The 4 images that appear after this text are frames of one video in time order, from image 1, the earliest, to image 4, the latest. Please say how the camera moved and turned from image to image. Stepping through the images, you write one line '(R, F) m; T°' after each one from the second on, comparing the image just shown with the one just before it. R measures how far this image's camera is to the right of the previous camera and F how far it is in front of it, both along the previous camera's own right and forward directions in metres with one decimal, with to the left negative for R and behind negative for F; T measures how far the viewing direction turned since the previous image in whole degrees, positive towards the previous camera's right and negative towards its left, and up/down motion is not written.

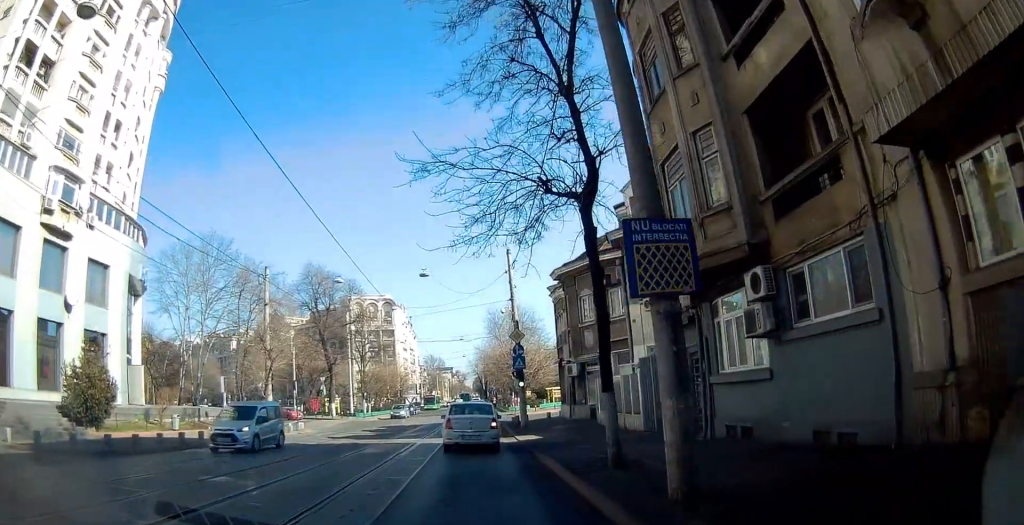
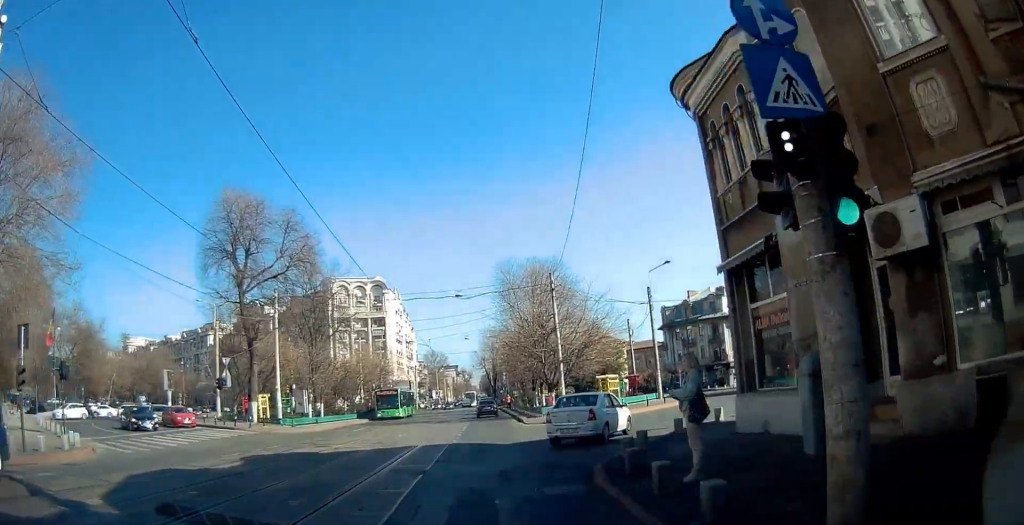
(+2.2, +27.8) m; +5°
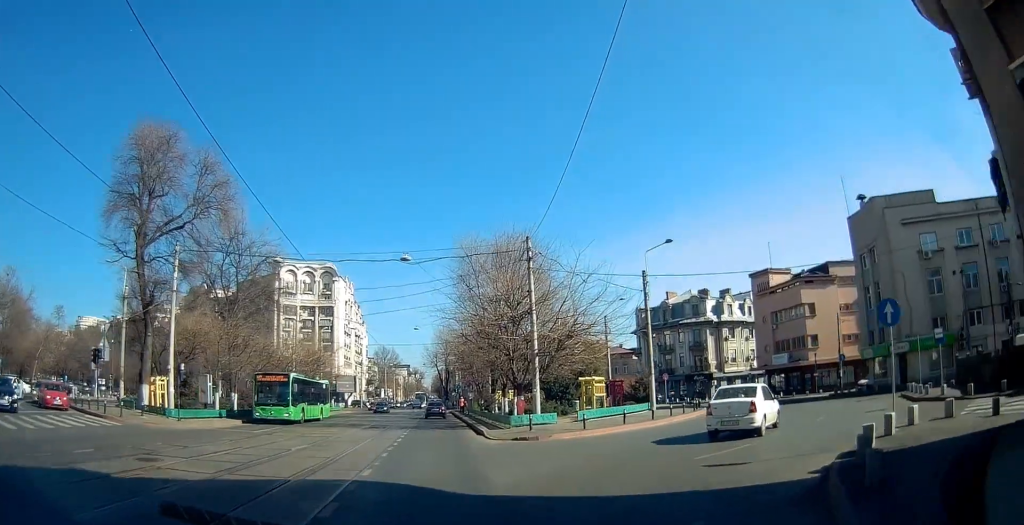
(+0.2, +10.7) m; +9°
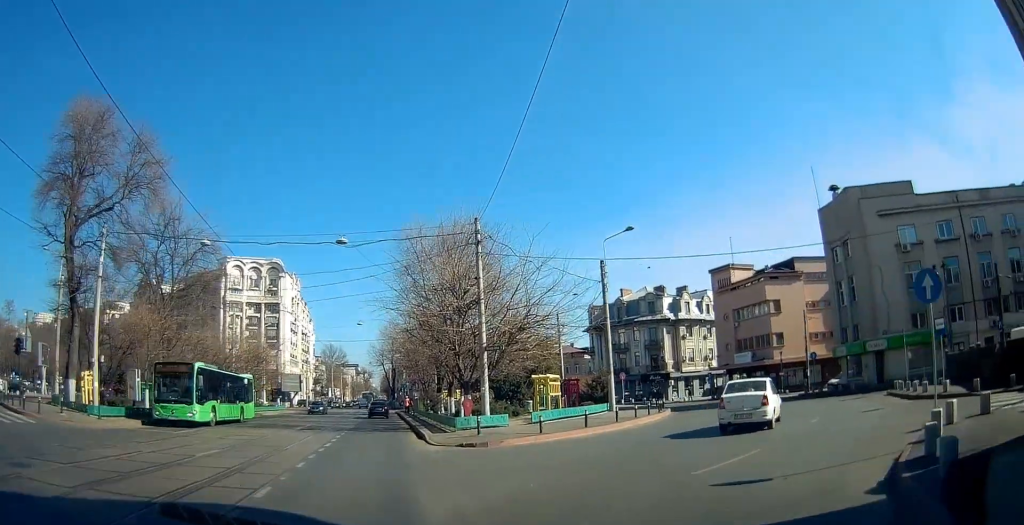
(+0.1, +3.1) m; +9°
